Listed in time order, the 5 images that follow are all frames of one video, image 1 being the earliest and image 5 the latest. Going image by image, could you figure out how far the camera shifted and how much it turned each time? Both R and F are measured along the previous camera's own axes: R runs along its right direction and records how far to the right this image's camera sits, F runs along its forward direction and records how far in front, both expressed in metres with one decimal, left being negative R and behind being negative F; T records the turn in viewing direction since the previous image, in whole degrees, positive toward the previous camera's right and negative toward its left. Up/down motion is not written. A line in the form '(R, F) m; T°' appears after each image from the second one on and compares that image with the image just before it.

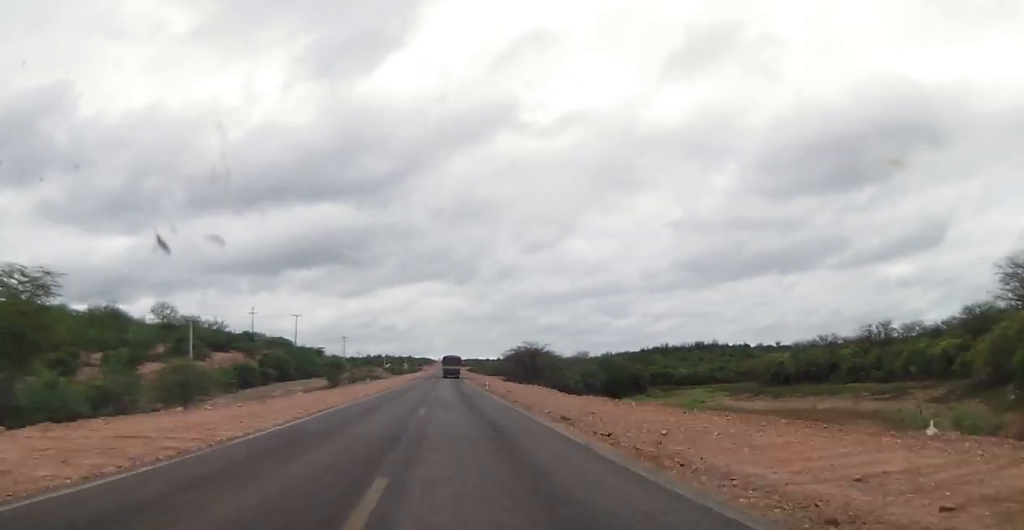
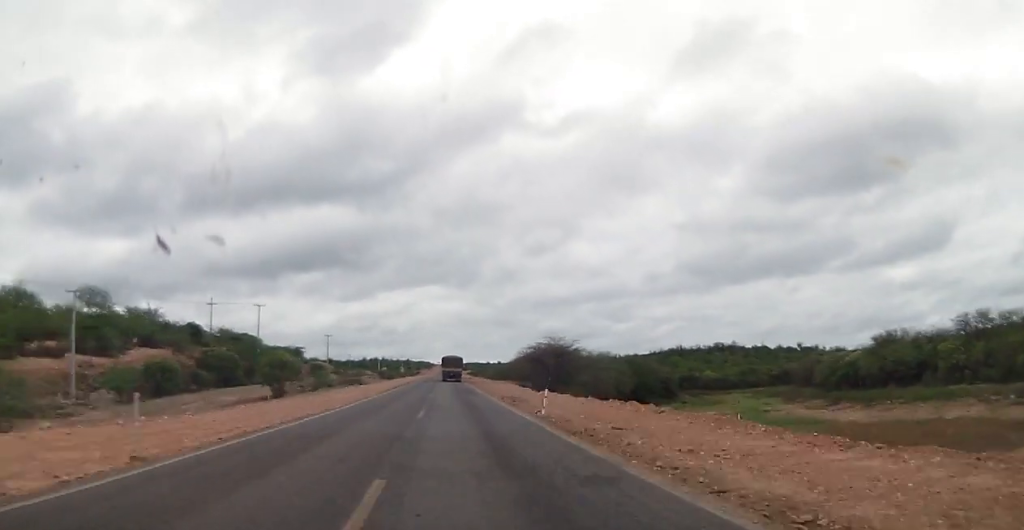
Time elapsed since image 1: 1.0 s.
(+0.6, +31.8) m; 0°
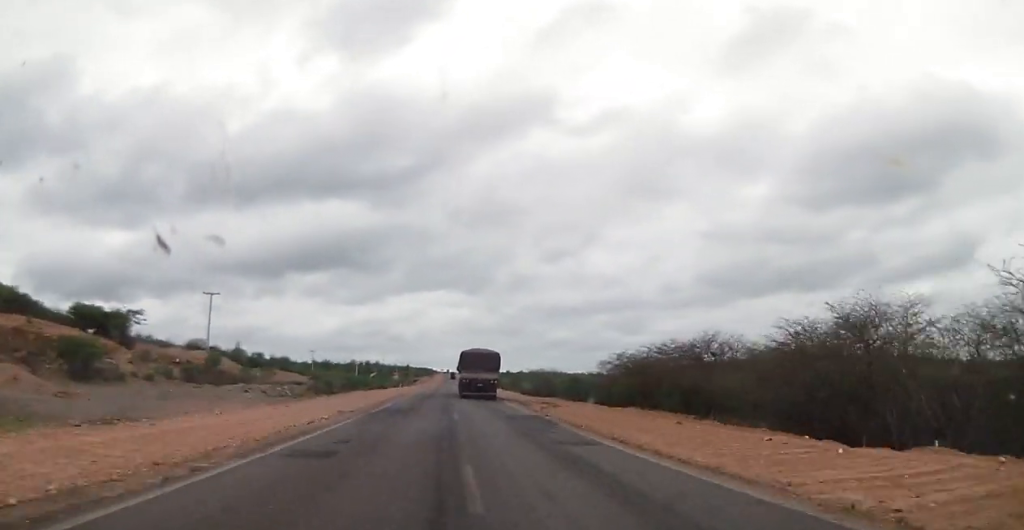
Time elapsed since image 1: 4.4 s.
(-1.9, +108.6) m; -1°
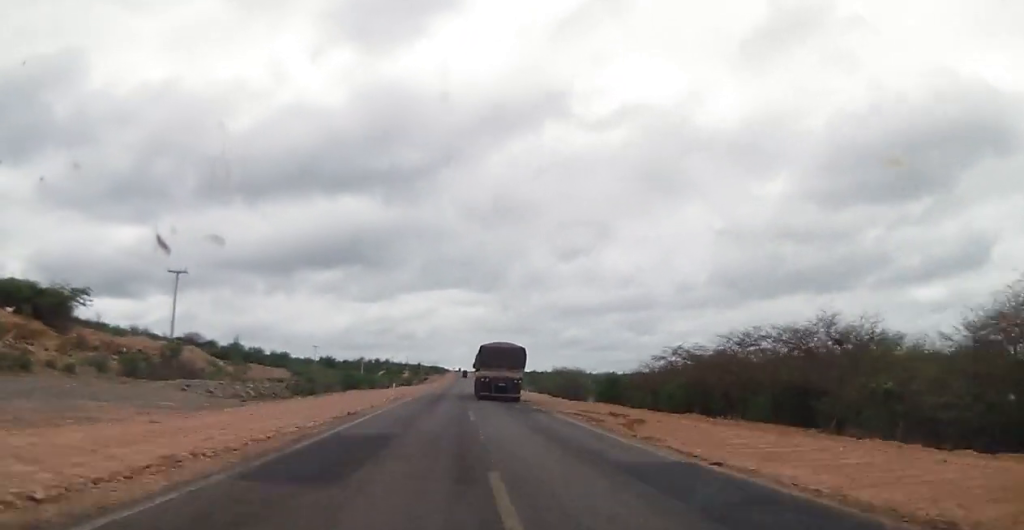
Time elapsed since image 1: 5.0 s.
(0.0, +17.0) m; 0°
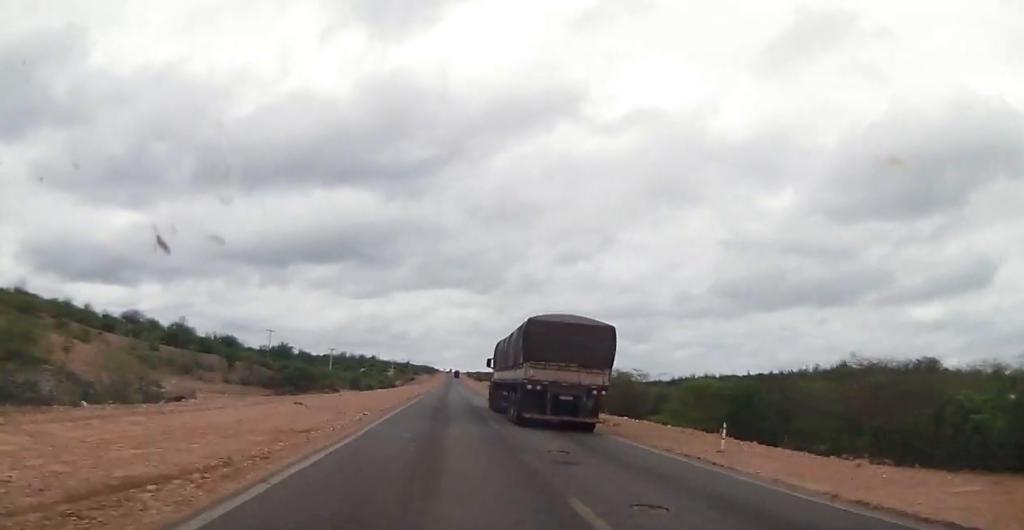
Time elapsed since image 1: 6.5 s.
(0.0, +49.2) m; 0°
